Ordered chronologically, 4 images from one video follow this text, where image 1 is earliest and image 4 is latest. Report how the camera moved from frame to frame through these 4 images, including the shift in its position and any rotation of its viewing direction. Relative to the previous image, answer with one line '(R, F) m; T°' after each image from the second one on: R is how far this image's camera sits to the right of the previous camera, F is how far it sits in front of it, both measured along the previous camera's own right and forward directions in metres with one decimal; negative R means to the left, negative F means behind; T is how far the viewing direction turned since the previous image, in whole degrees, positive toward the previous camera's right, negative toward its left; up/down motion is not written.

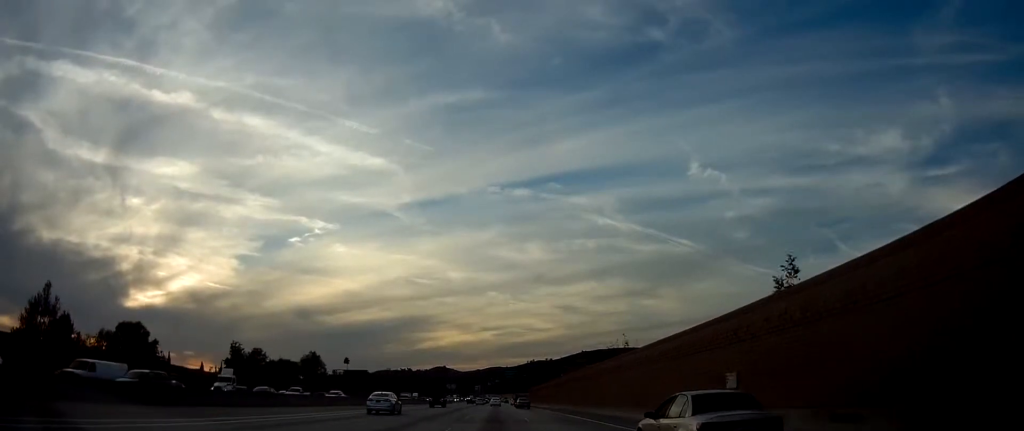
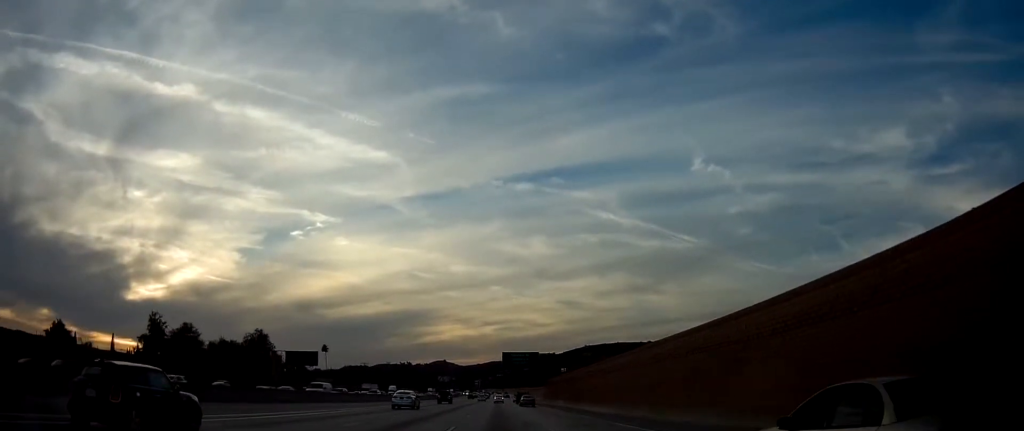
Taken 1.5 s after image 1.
(+0.1, +43.4) m; 0°
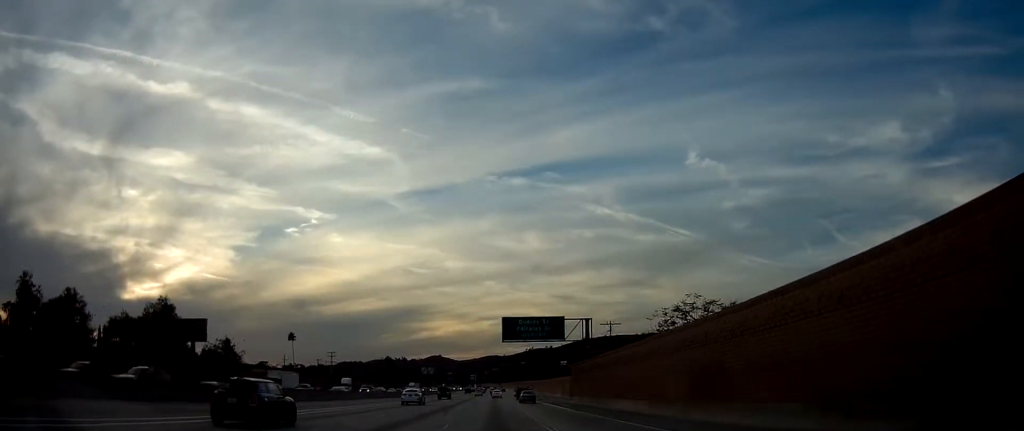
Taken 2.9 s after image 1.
(-0.2, +42.8) m; 0°
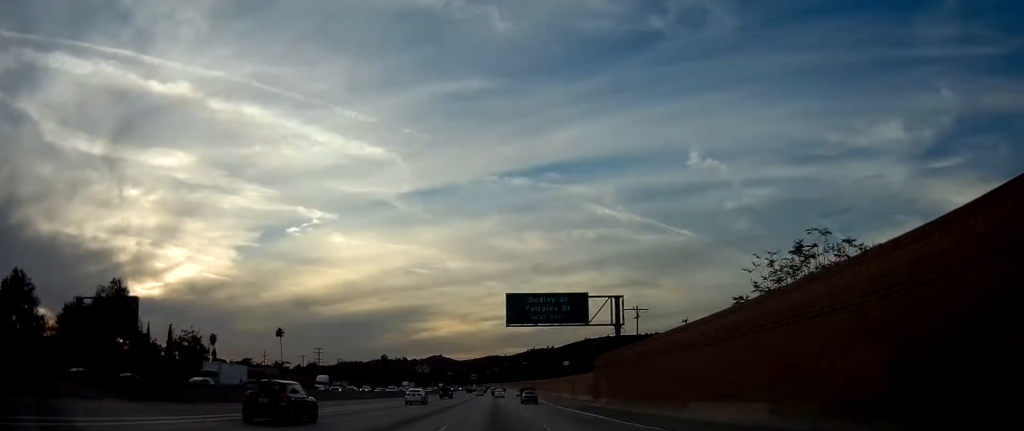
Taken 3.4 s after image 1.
(0.0, +15.1) m; 0°
